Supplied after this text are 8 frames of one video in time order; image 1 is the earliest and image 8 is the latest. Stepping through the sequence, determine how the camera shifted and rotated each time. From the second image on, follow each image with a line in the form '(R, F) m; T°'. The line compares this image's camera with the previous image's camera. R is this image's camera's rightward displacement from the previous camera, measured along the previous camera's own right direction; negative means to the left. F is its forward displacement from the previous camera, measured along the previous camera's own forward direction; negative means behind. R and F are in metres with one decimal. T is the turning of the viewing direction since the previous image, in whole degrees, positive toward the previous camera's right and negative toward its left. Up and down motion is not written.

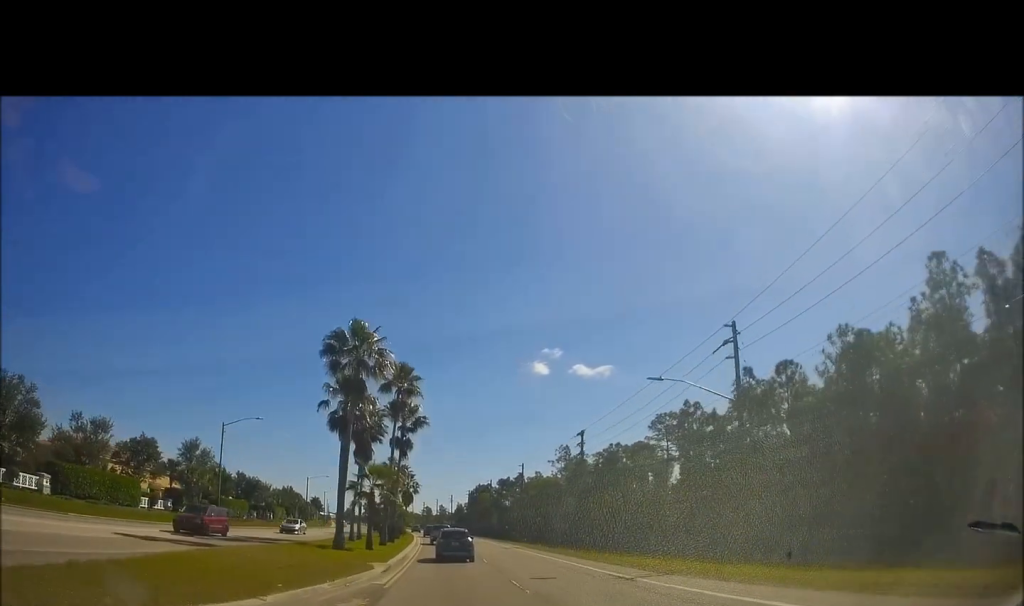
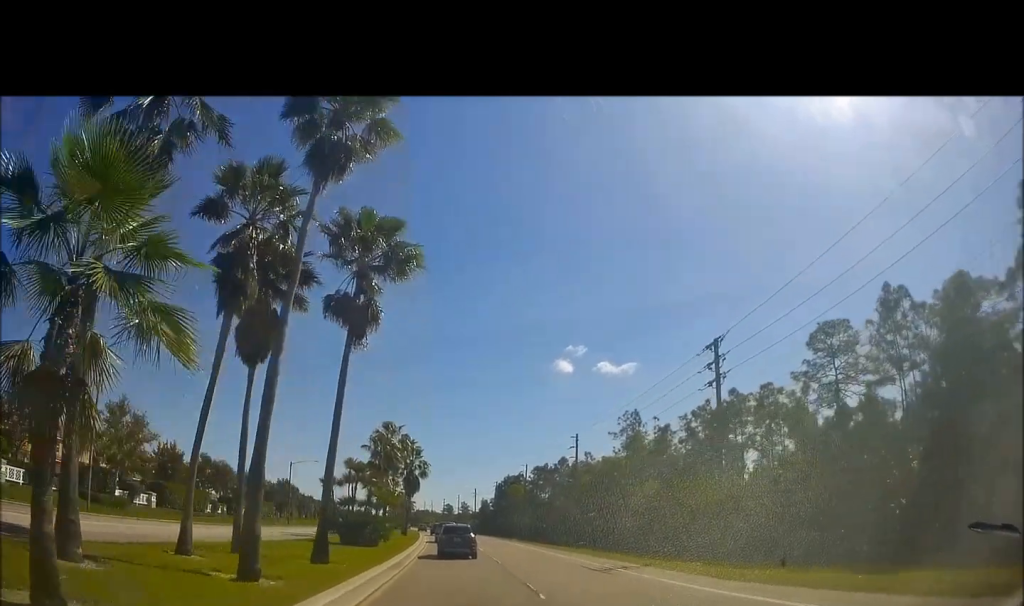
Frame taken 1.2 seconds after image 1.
(+0.3, +26.5) m; -2°
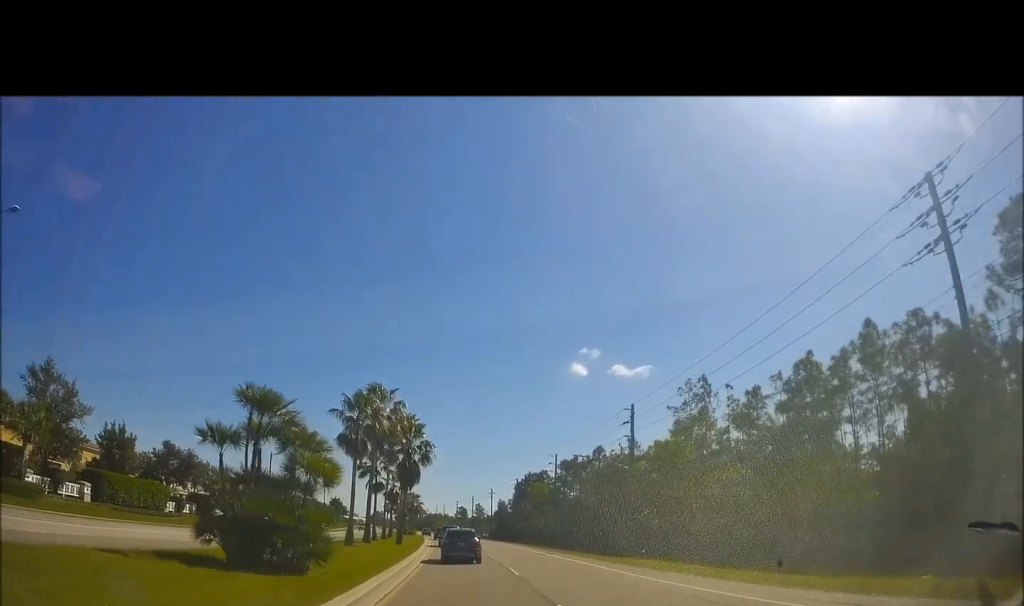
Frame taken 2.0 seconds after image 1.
(-0.7, +16.3) m; -2°
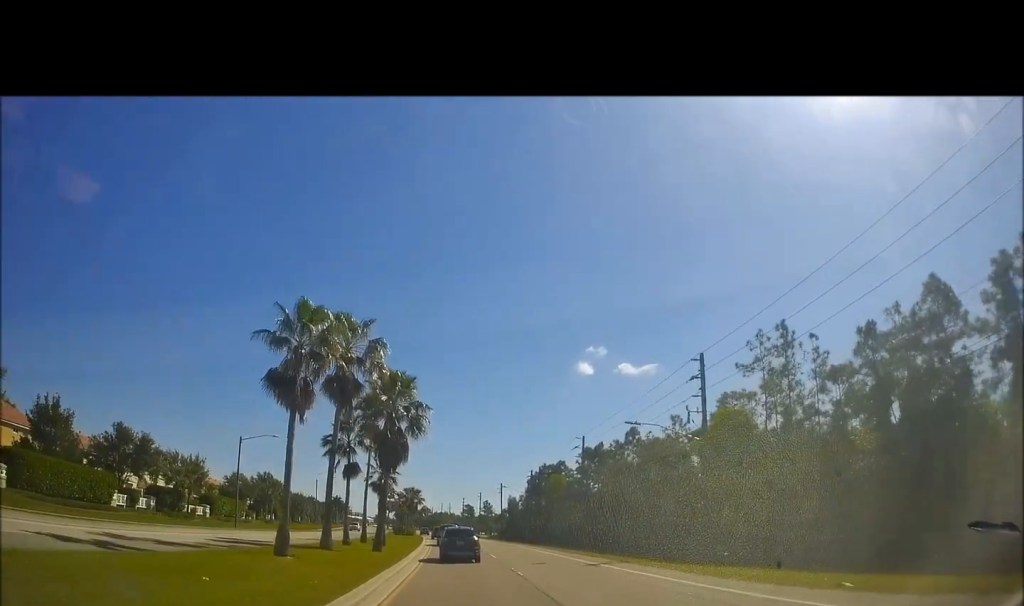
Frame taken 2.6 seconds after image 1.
(-0.1, +13.5) m; -1°
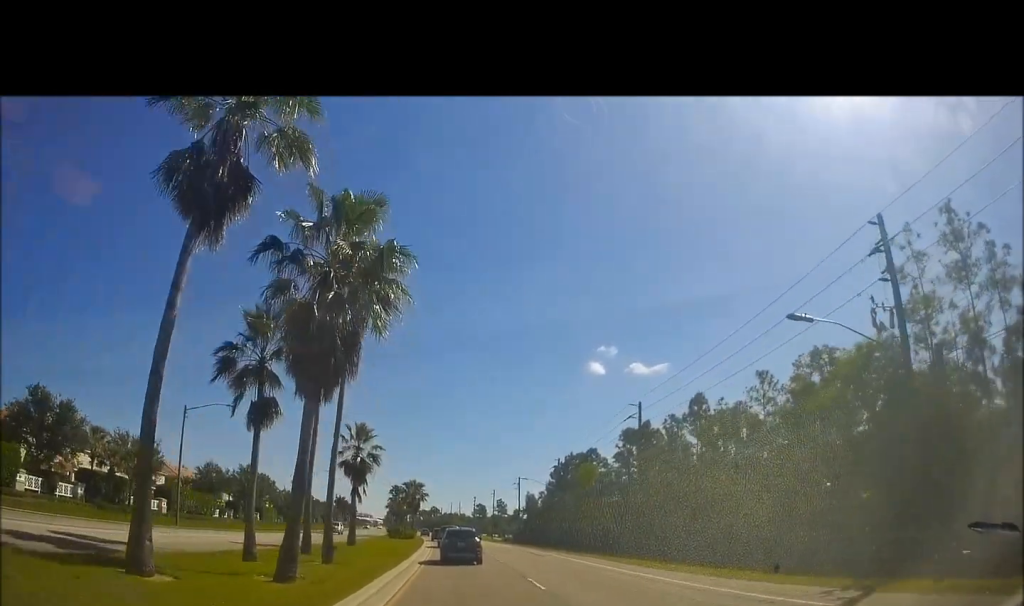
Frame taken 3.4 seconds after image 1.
(-0.1, +16.2) m; -1°
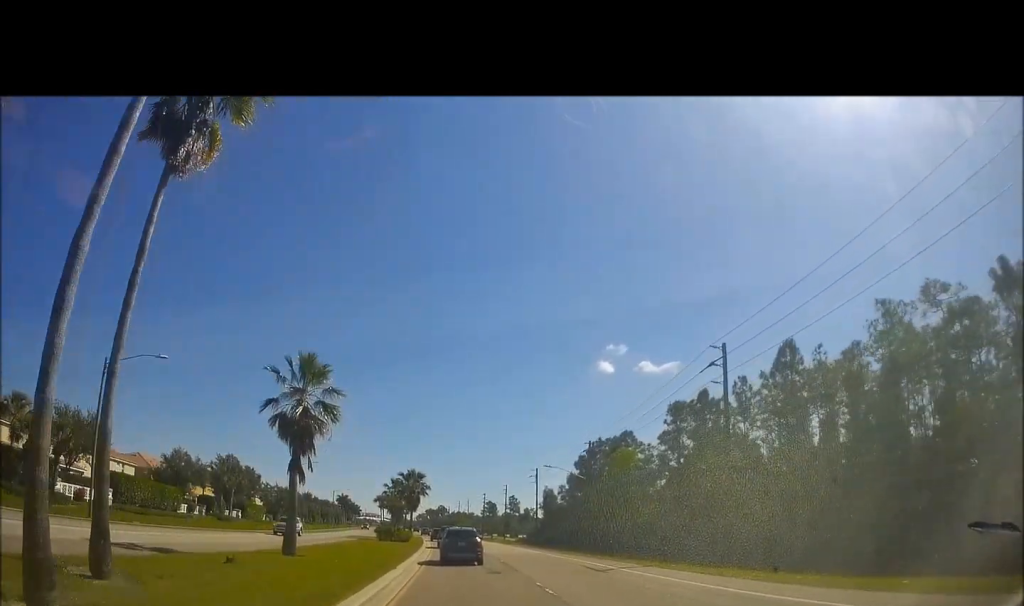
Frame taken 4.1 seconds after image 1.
(-0.3, +13.9) m; -1°
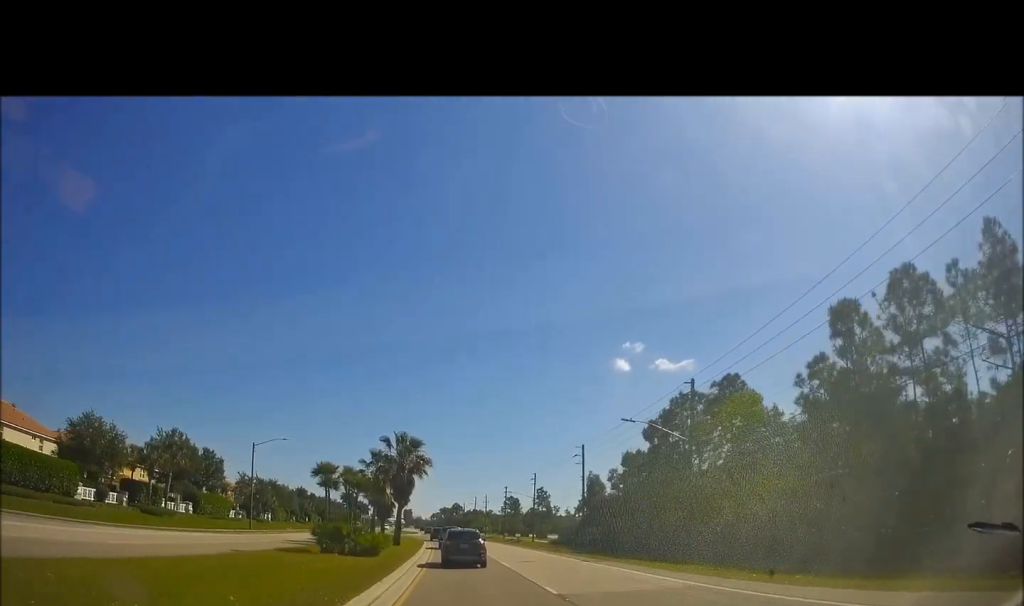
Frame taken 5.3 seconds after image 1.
(-0.2, +24.7) m; -1°
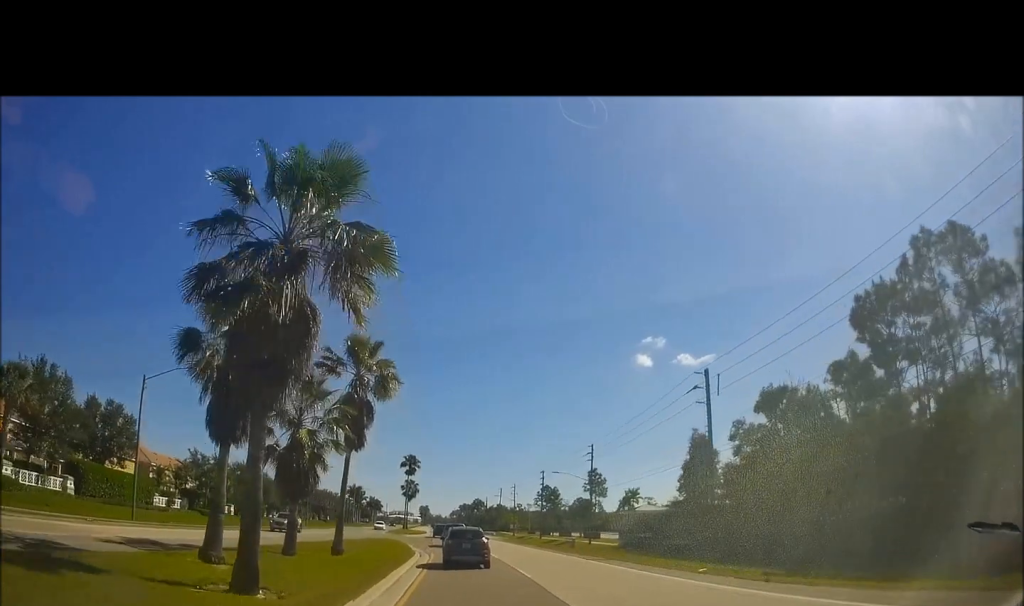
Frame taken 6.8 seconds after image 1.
(-0.3, +30.8) m; -1°
